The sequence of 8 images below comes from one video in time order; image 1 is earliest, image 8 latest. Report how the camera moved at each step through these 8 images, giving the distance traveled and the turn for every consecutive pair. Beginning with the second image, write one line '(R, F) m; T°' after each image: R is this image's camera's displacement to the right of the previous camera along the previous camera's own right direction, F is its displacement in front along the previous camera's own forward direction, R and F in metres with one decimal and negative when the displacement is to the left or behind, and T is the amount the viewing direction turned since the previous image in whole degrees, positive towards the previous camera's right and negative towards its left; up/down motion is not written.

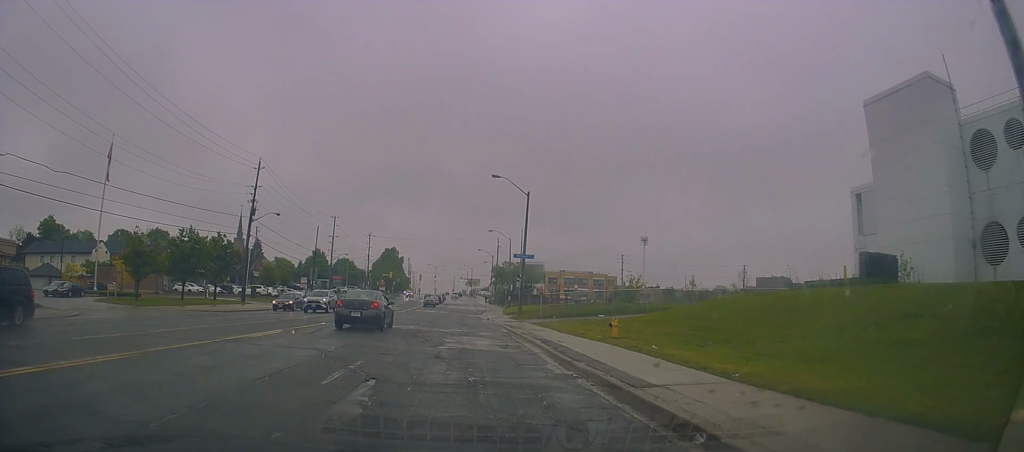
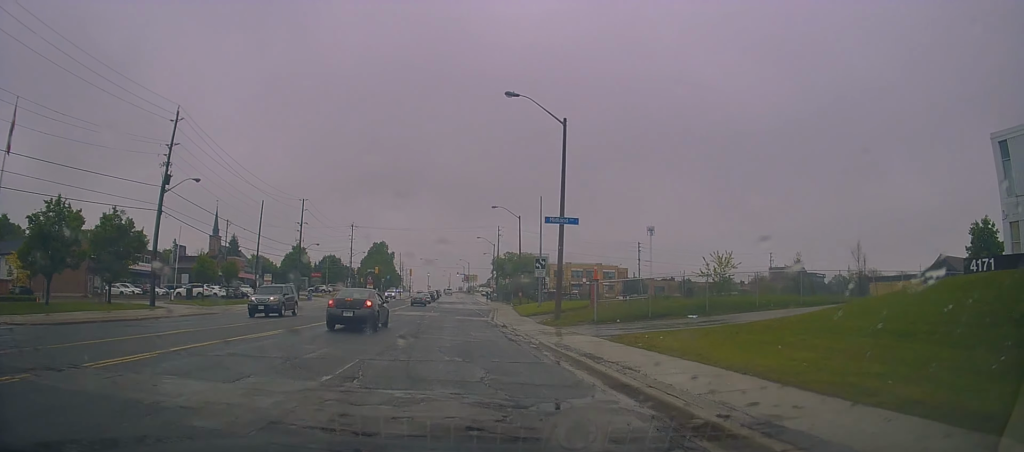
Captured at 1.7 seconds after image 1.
(-0.2, +19.2) m; +2°
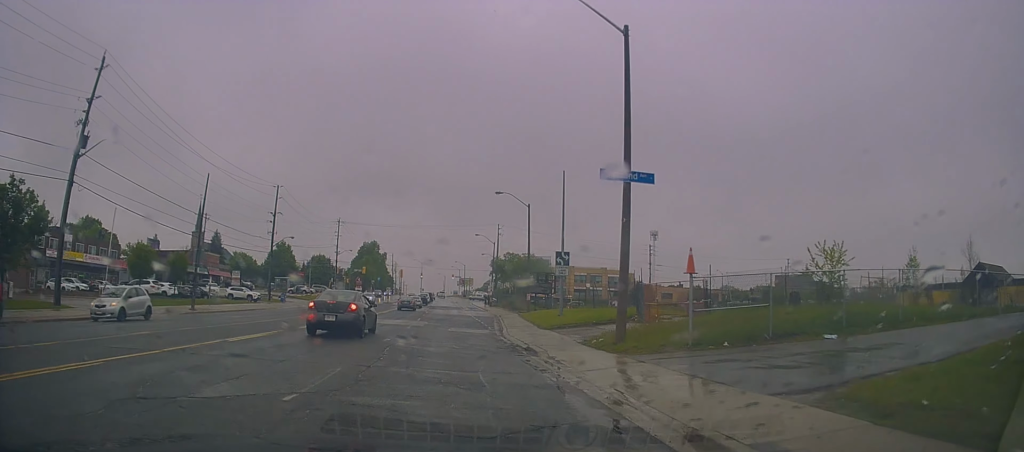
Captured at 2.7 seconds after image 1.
(+0.3, +11.5) m; -1°
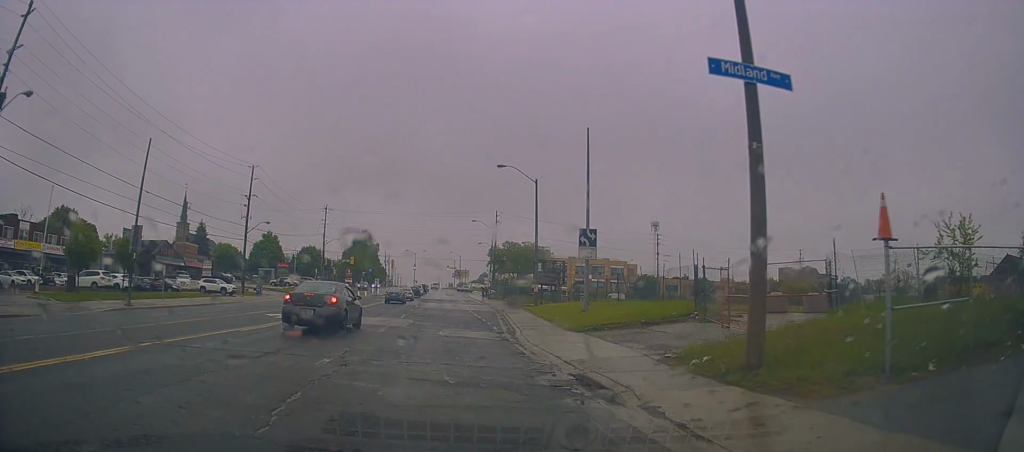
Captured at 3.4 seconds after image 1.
(-0.4, +7.8) m; 0°
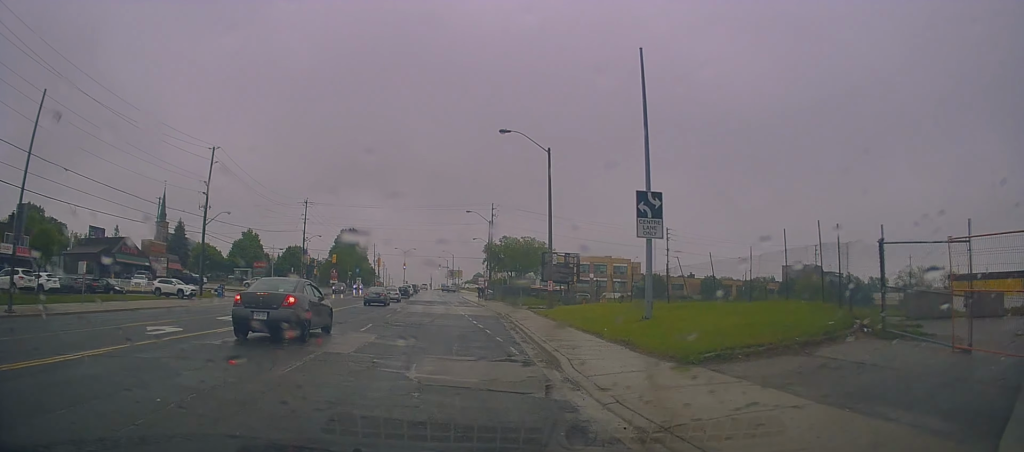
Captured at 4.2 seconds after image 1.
(+0.2, +9.7) m; +2°
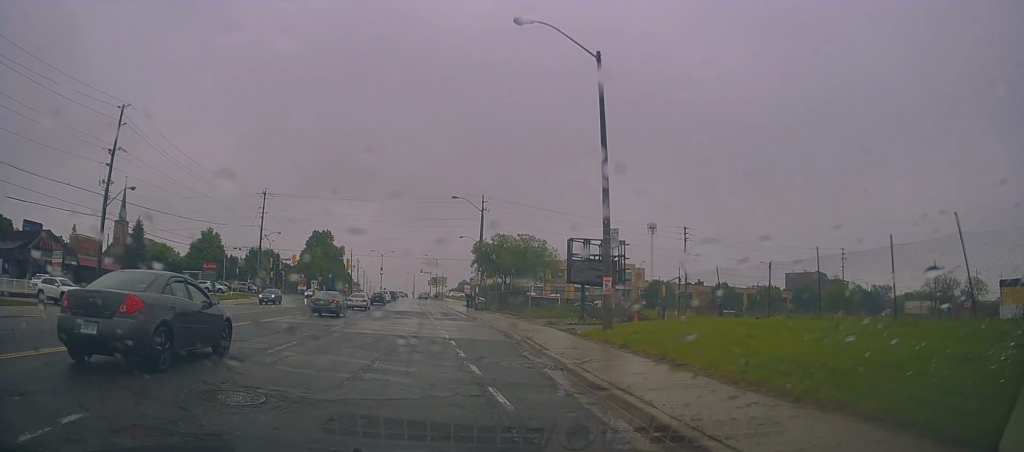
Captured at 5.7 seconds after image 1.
(+0.3, +15.9) m; +2°
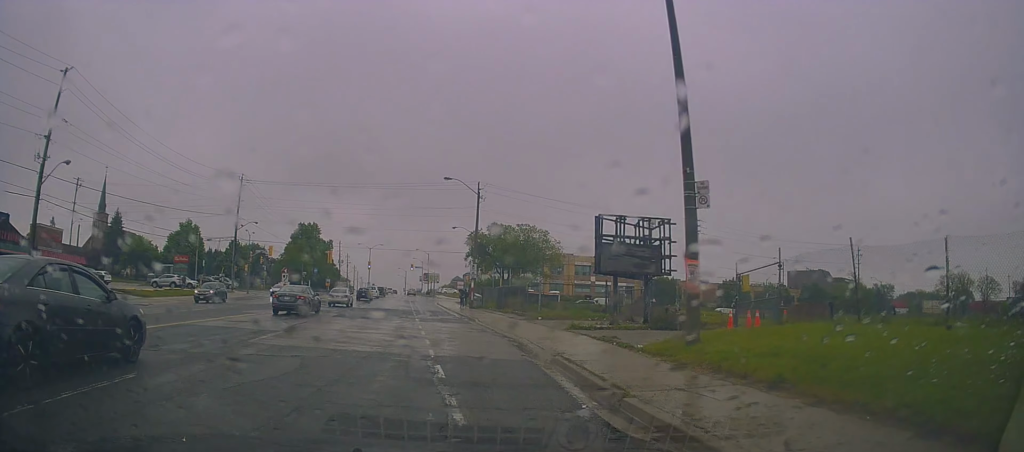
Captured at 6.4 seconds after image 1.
(+0.2, +7.5) m; +1°
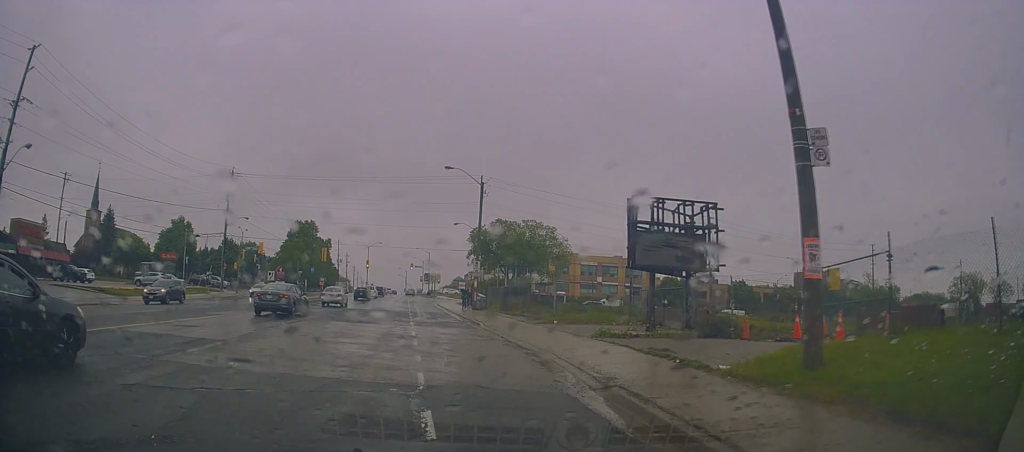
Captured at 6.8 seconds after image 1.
(0.0, +4.4) m; -1°
